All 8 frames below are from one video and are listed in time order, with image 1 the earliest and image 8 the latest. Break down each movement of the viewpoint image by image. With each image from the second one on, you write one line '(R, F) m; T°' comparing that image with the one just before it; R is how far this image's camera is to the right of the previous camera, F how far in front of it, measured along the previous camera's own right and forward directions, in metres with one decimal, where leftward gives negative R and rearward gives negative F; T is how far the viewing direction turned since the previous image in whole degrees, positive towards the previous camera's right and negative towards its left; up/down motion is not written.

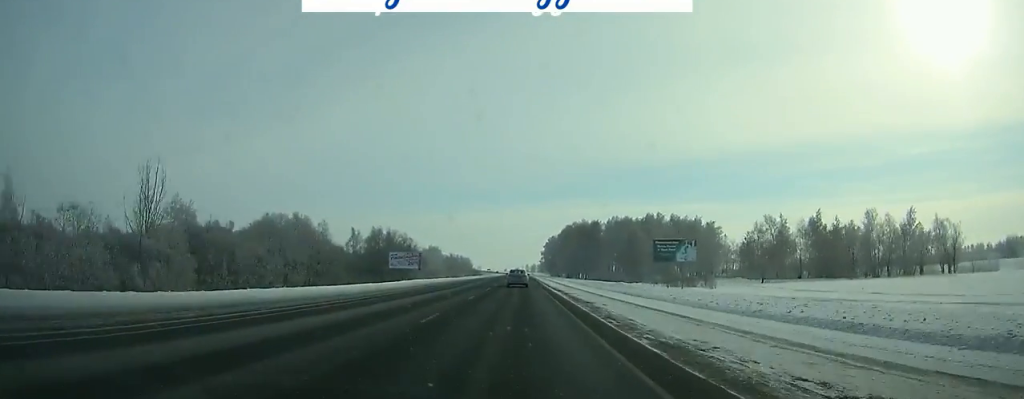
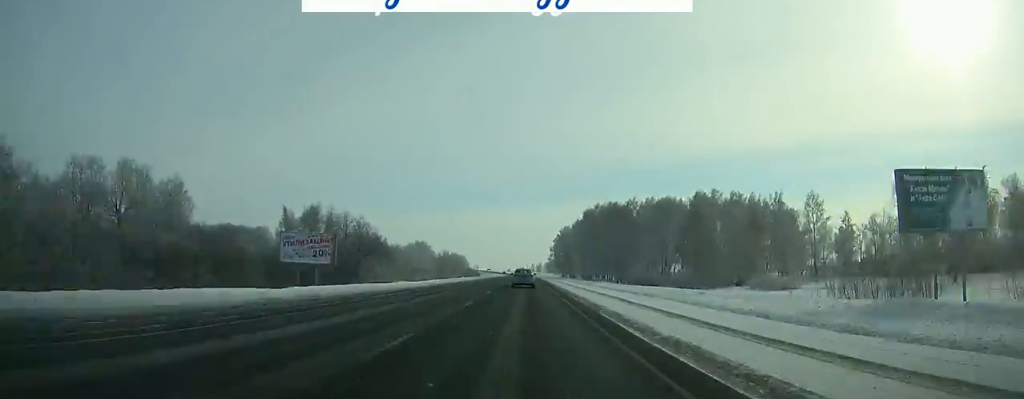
(+0.1, +53.3) m; 0°
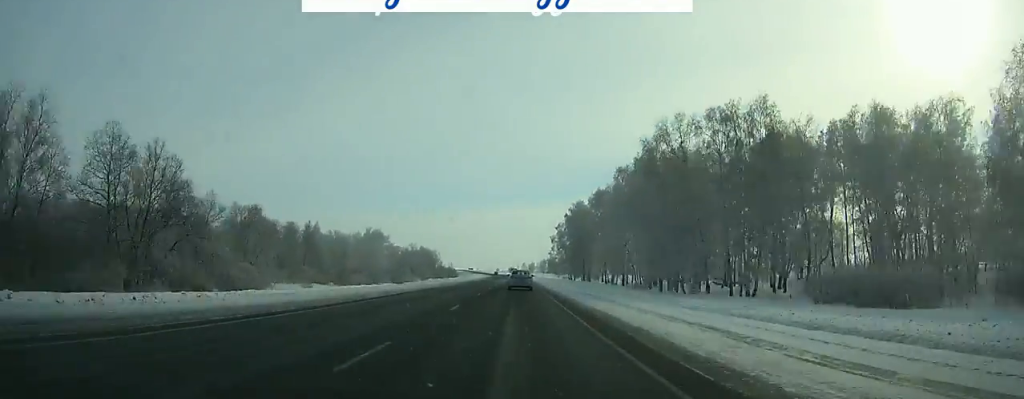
(0.0, +72.5) m; 0°
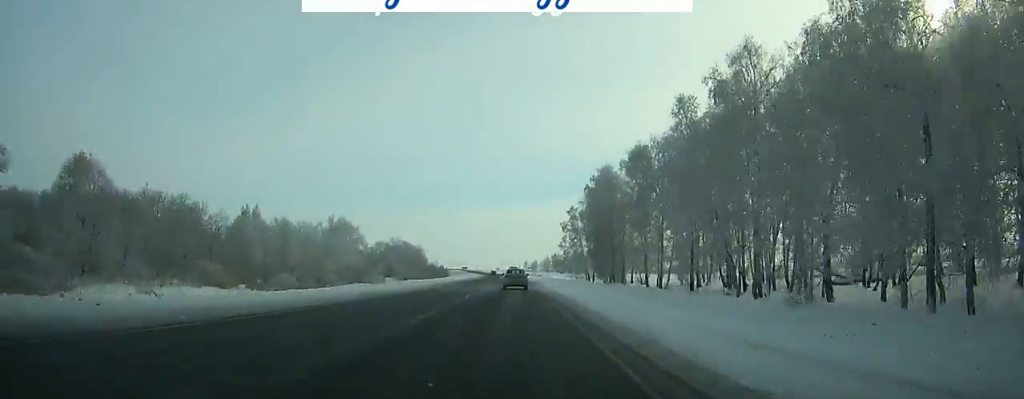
(+0.1, +41.7) m; 0°
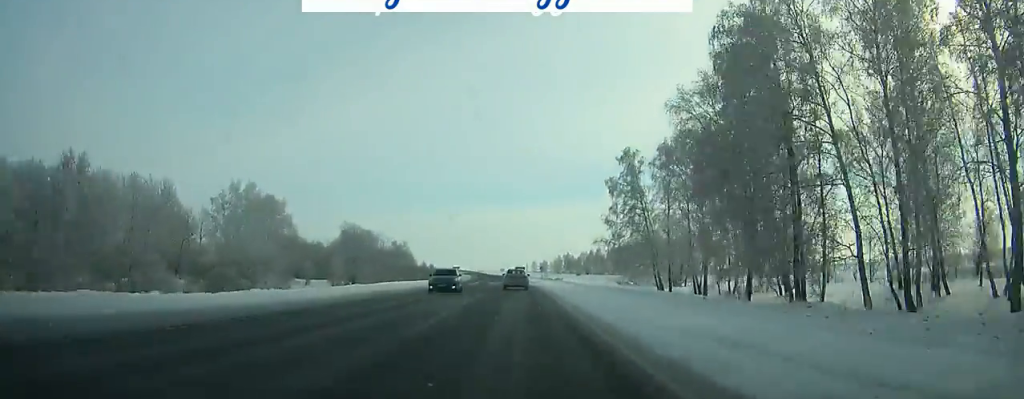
(-0.4, +60.7) m; -1°
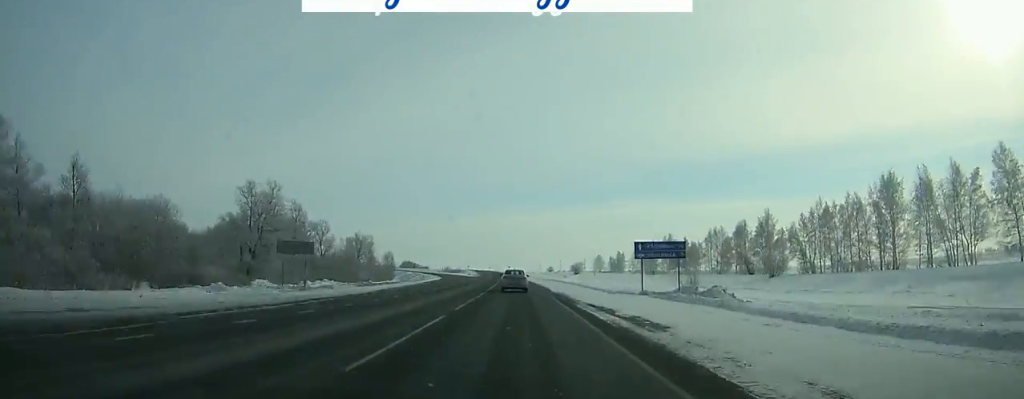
(-7.3, +174.3) m; -5°
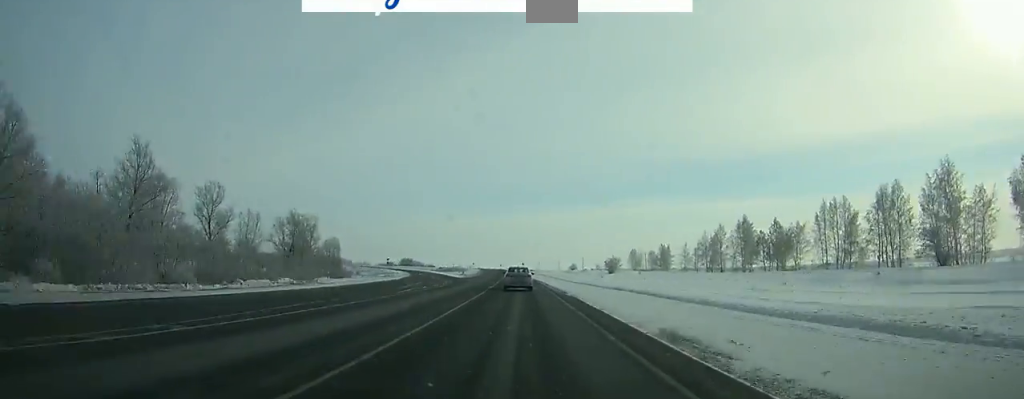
(-0.9, +59.1) m; -1°
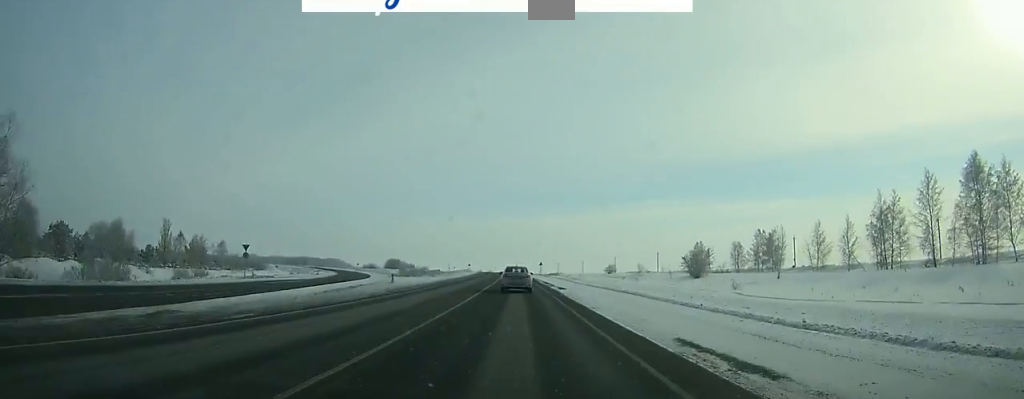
(-1.0, +79.9) m; -1°
